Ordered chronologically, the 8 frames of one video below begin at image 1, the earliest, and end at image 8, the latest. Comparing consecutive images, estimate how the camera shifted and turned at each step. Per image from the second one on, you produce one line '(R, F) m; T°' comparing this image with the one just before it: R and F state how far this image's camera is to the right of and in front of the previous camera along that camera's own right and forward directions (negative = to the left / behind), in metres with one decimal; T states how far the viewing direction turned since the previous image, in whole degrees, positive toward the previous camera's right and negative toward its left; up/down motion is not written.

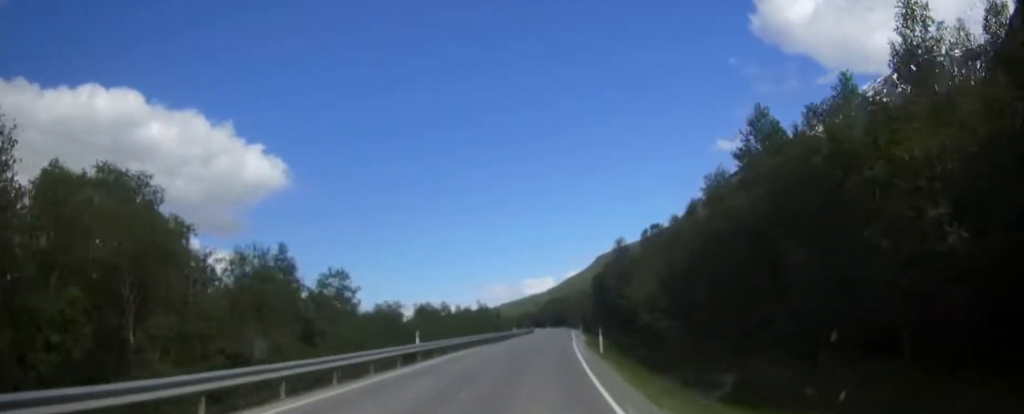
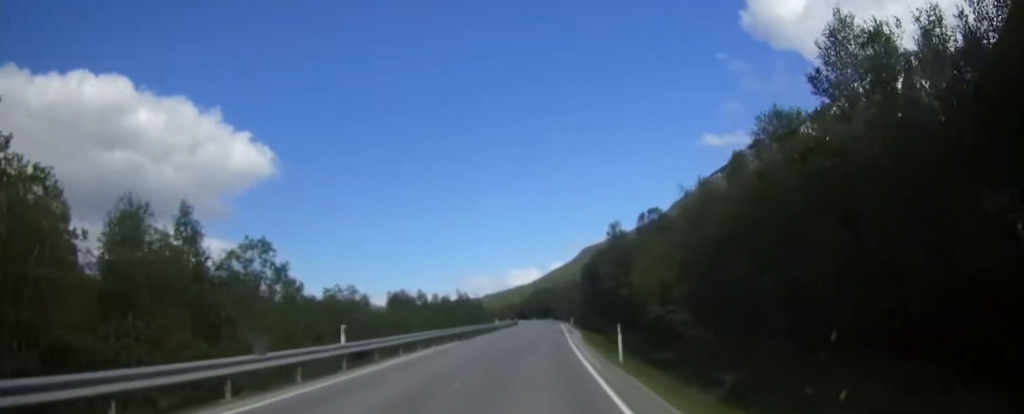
(+0.1, +10.6) m; +1°
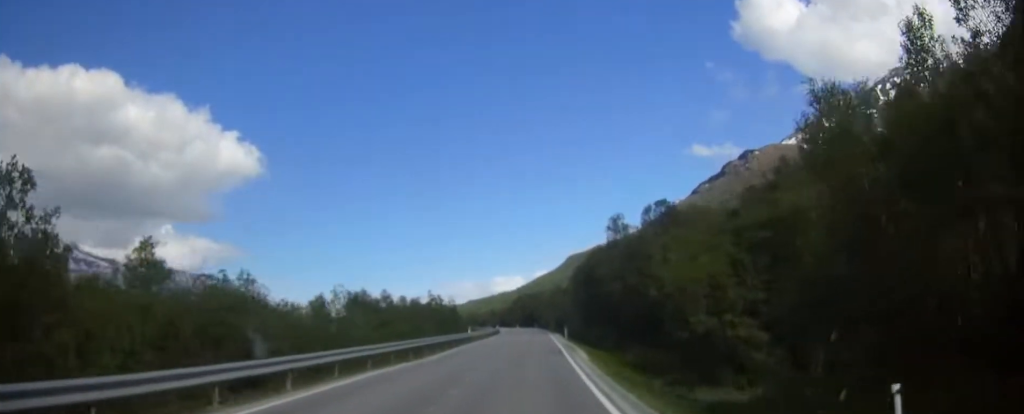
(+0.2, +16.4) m; +1°
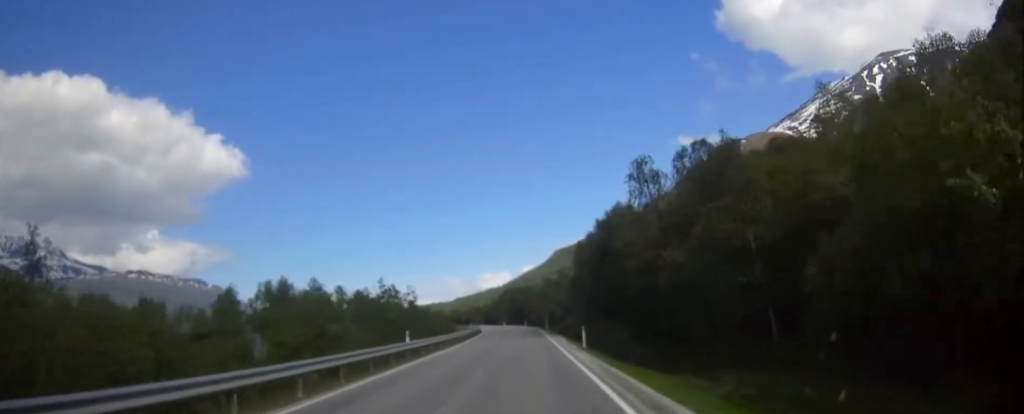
(+0.2, +27.2) m; 0°
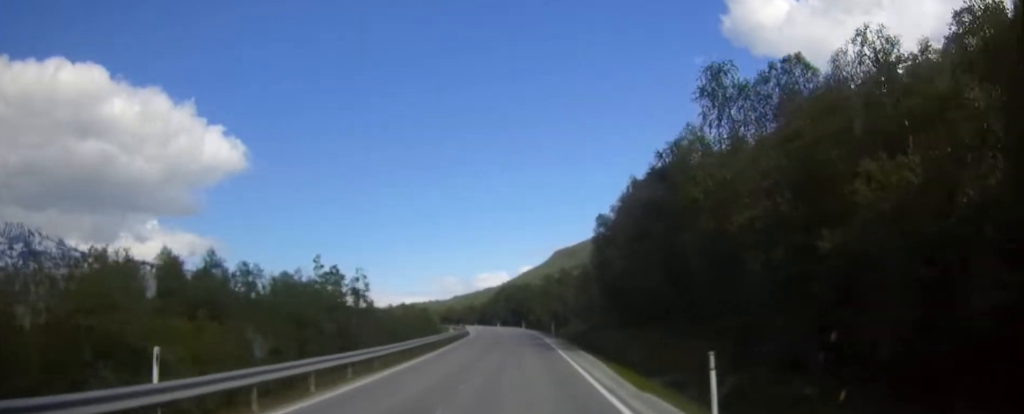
(0.0, +23.0) m; 0°
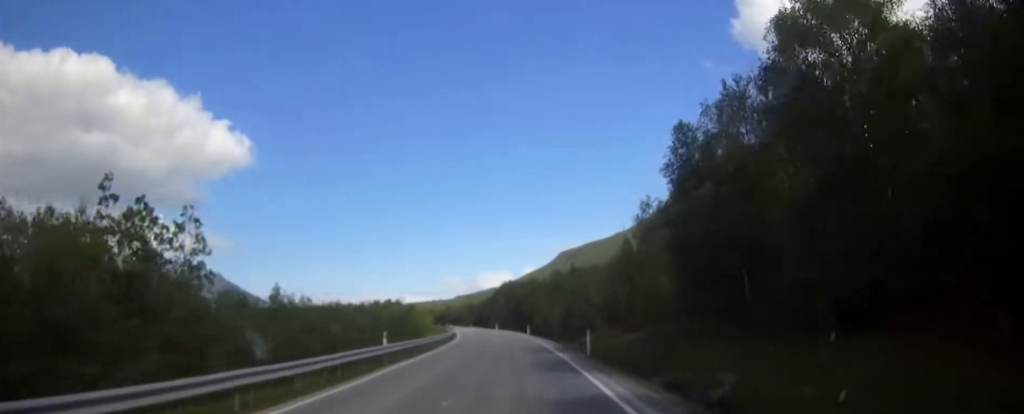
(-0.1, +29.0) m; -1°
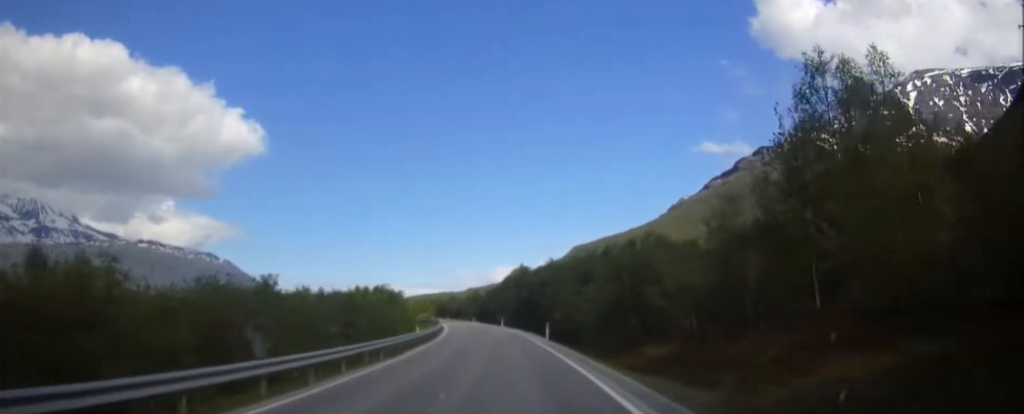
(-0.3, +29.9) m; -1°
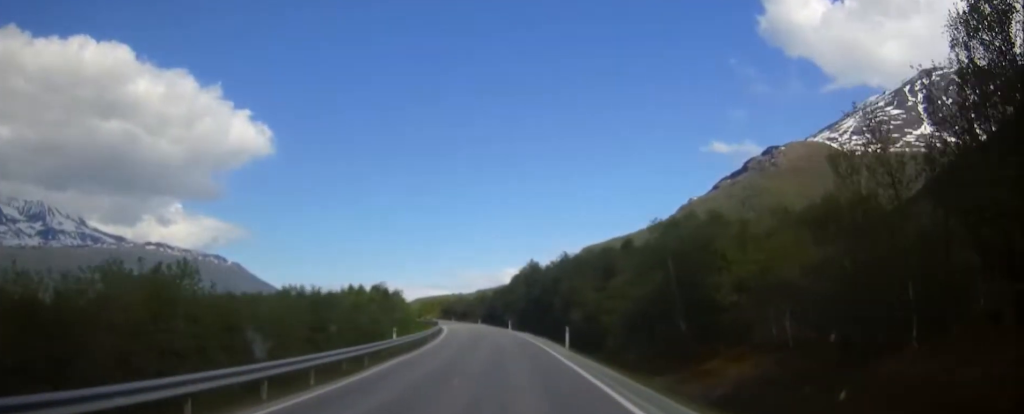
(0.0, +11.7) m; -1°
